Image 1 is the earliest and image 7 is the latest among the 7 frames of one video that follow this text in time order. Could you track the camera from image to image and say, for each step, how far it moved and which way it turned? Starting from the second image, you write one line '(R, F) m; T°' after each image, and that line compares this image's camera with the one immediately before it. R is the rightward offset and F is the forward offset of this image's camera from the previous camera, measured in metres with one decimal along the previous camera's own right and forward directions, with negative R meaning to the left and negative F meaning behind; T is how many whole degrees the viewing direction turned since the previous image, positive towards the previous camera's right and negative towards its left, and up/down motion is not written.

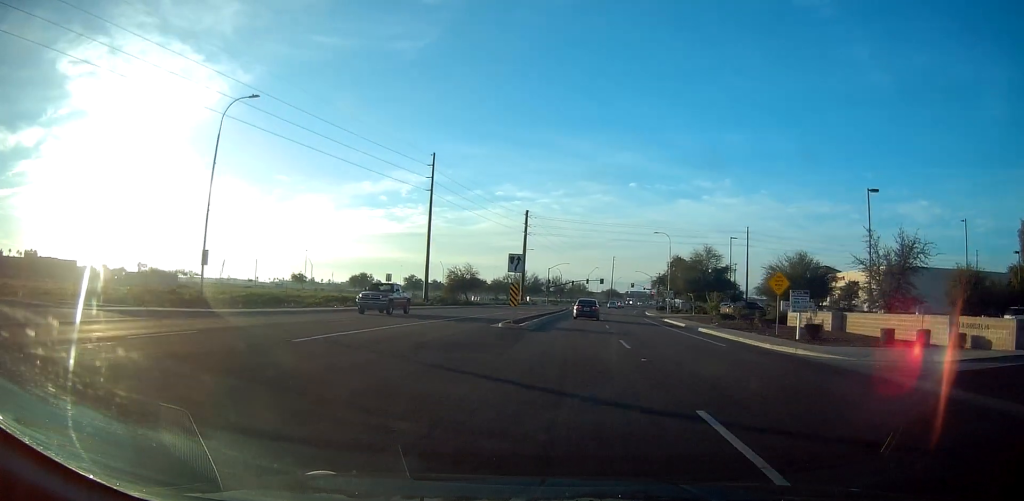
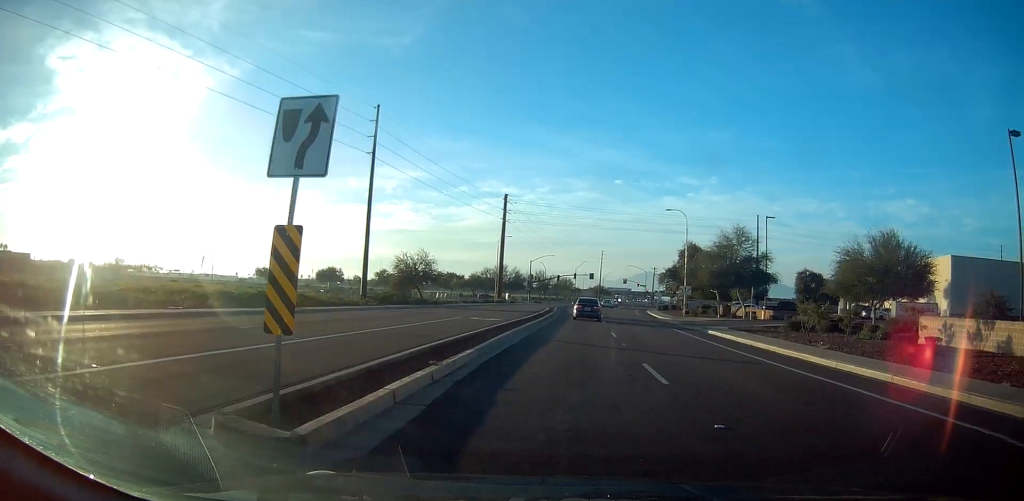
(+0.3, +19.3) m; +2°
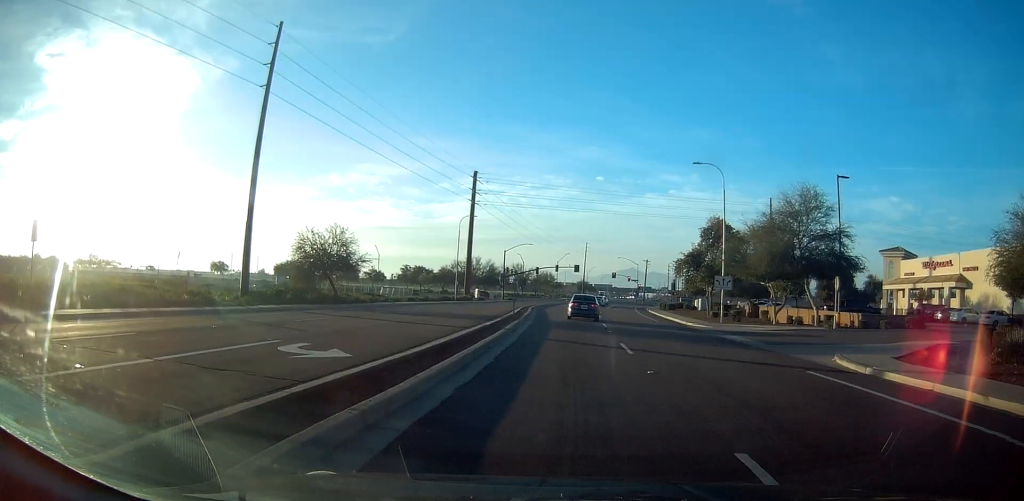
(+1.5, +19.8) m; +7°
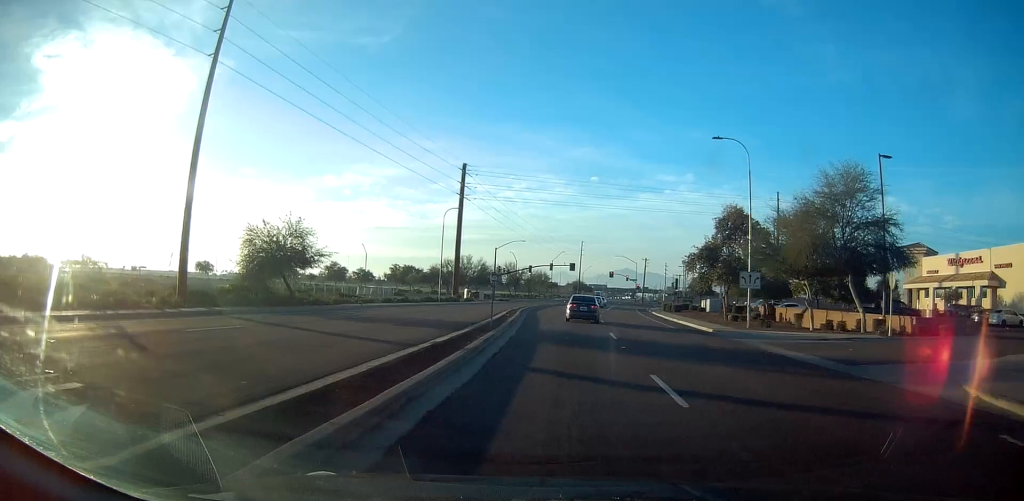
(-0.3, +6.6) m; -2°
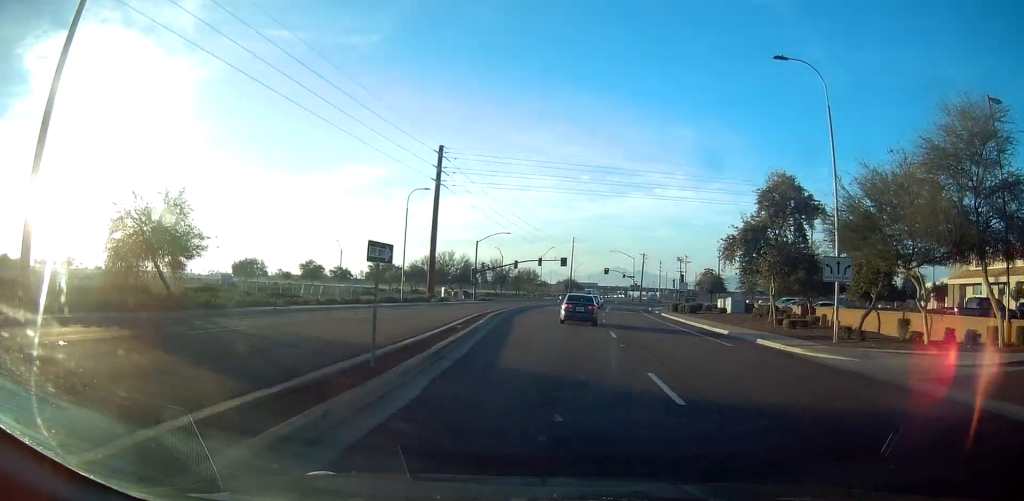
(-0.3, +12.0) m; -2°
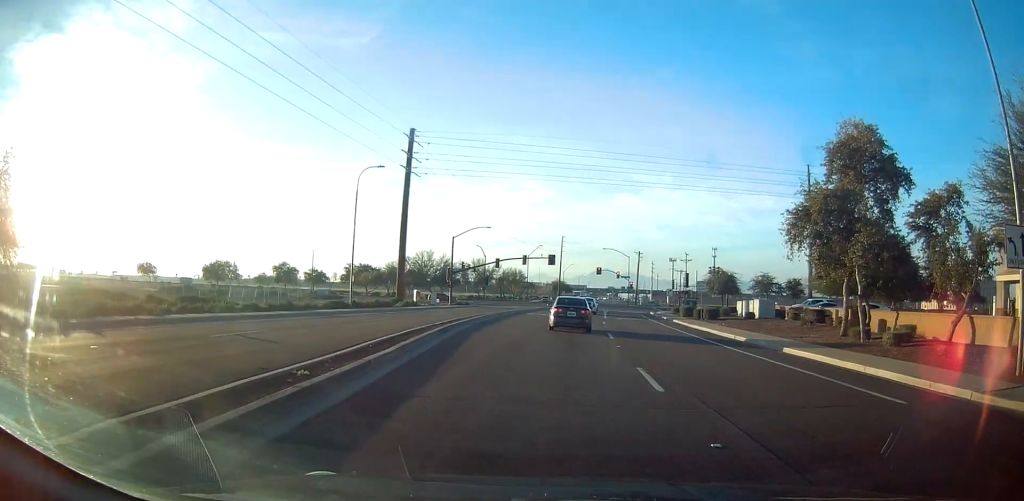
(-0.1, +11.1) m; +2°
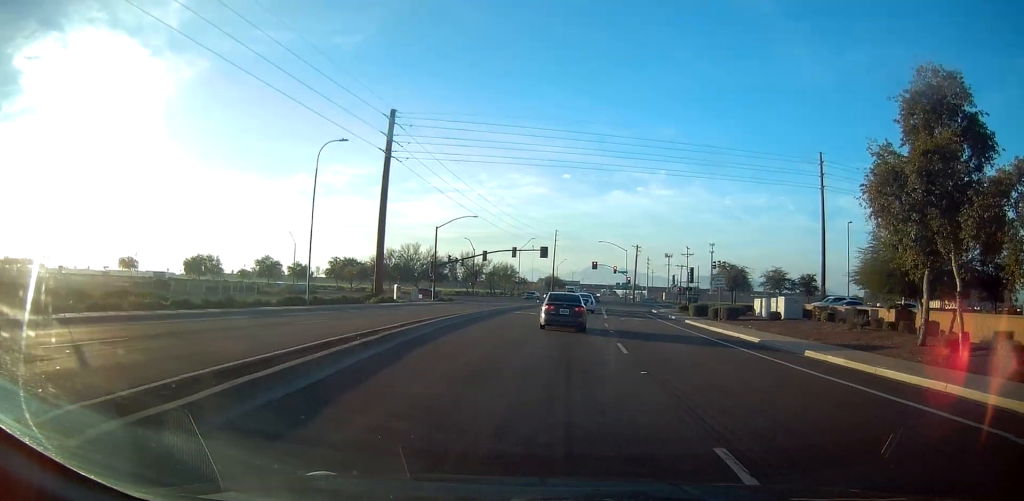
(+0.2, +6.8) m; +1°
